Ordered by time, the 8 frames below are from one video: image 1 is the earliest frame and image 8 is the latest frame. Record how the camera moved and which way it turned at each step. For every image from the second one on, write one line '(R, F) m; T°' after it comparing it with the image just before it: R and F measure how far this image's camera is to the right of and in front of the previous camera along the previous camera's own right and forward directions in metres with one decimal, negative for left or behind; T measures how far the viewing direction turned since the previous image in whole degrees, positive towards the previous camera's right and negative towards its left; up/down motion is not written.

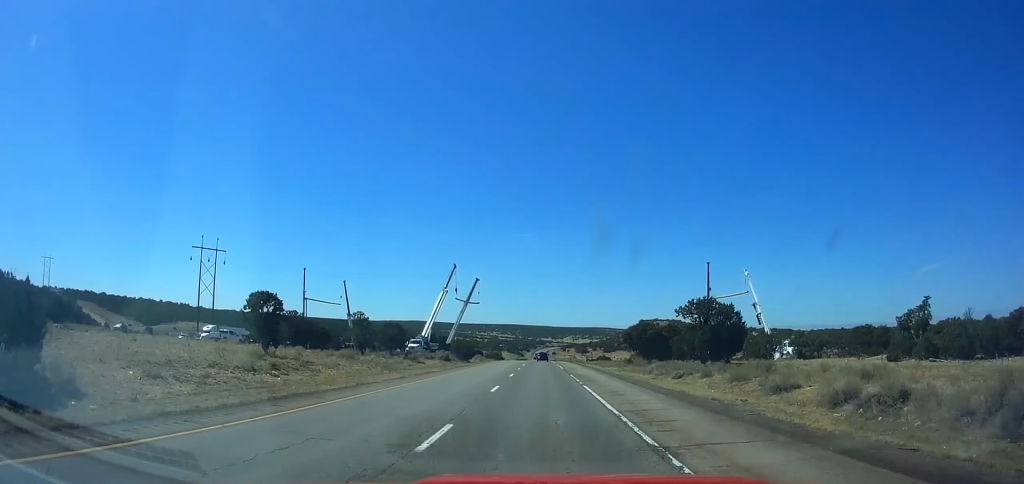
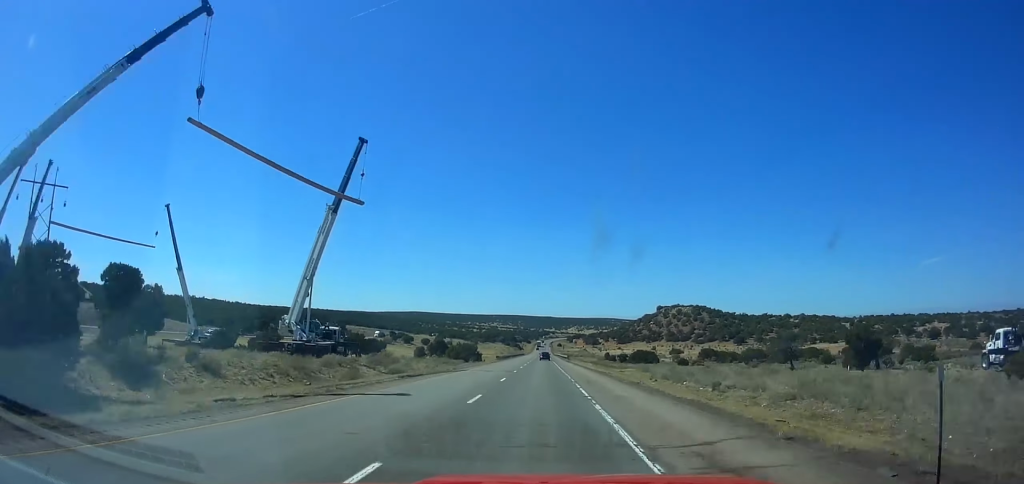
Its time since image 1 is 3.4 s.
(-0.2, +91.1) m; 0°
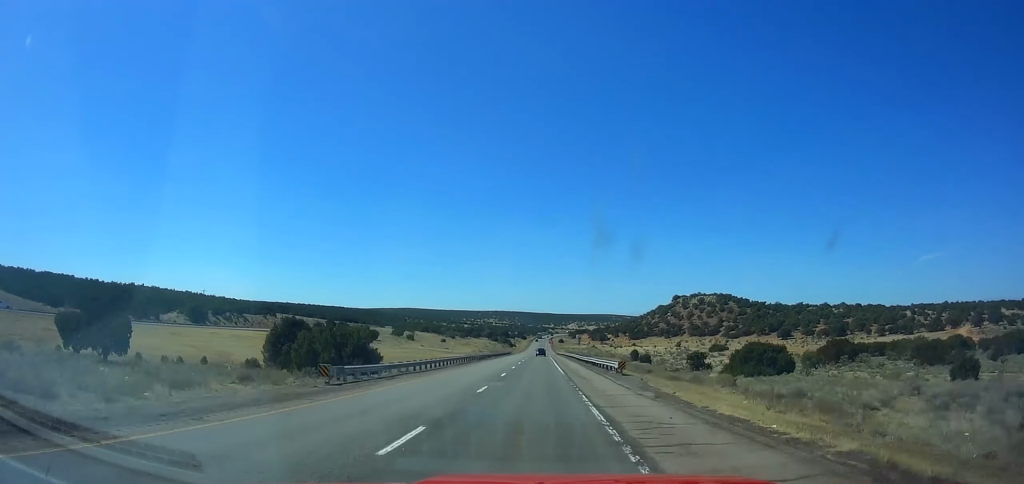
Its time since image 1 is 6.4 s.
(-0.4, +82.2) m; 0°
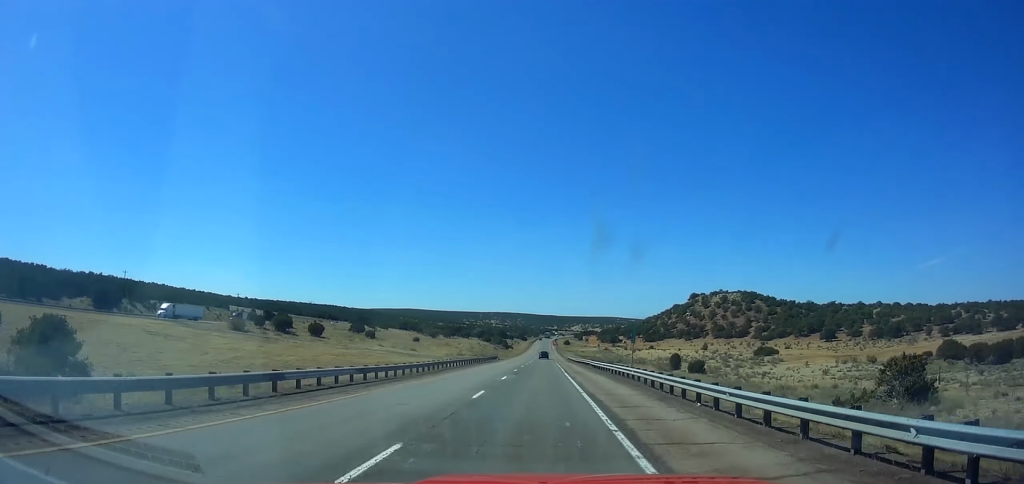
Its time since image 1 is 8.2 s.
(0.0, +50.4) m; 0°
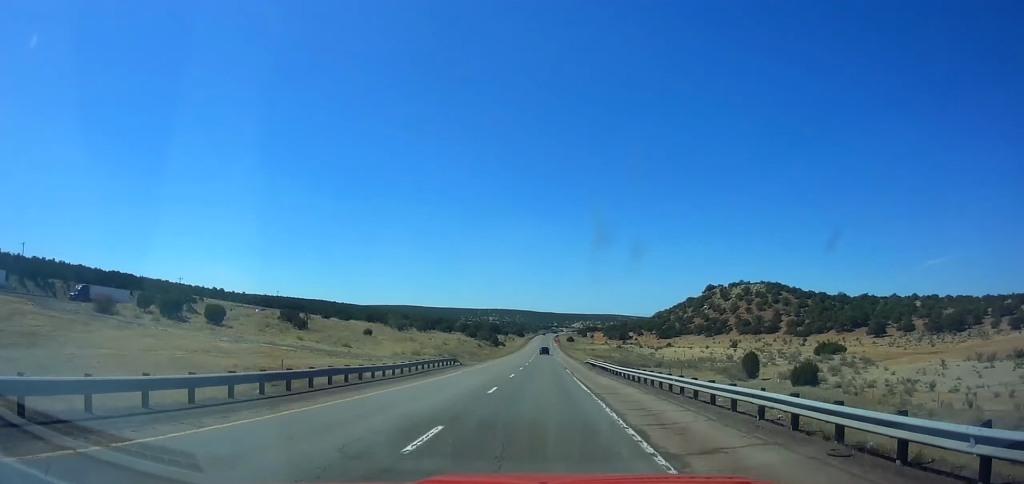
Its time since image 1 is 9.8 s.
(-0.2, +46.0) m; 0°
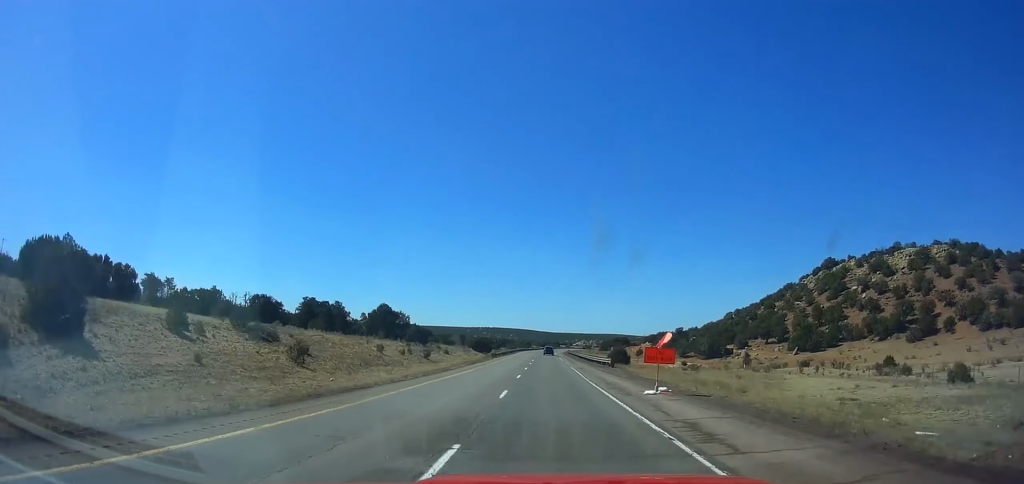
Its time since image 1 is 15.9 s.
(+1.5, +183.5) m; +1°
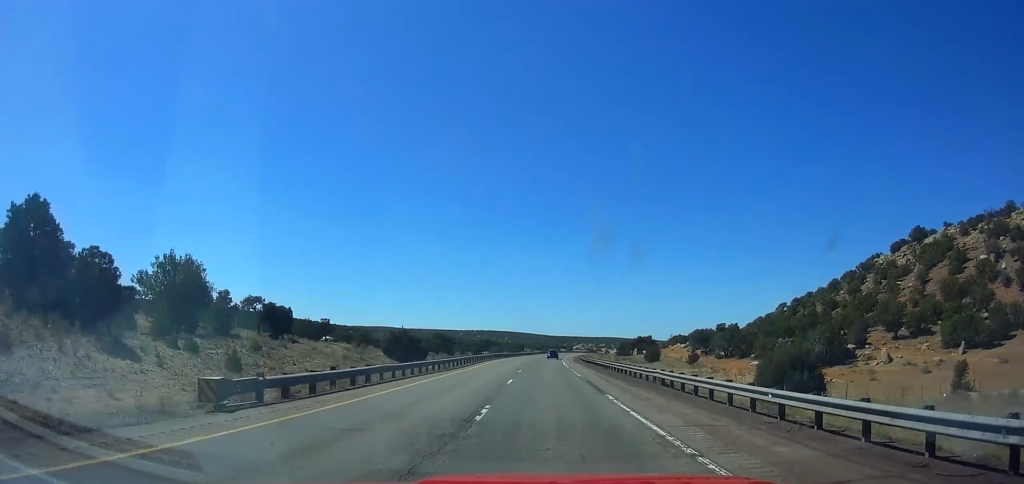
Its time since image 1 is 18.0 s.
(-0.1, +66.1) m; 0°
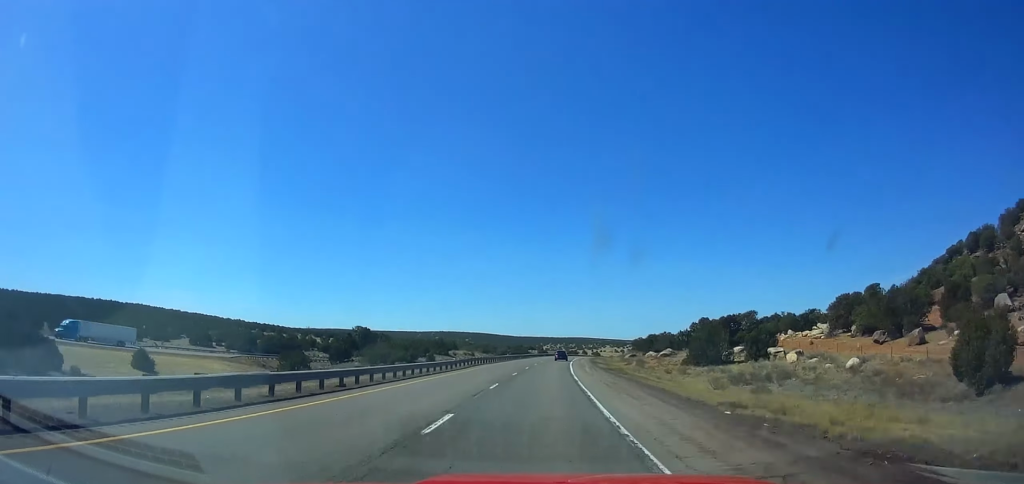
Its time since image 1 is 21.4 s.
(+1.6, +110.6) m; +3°
